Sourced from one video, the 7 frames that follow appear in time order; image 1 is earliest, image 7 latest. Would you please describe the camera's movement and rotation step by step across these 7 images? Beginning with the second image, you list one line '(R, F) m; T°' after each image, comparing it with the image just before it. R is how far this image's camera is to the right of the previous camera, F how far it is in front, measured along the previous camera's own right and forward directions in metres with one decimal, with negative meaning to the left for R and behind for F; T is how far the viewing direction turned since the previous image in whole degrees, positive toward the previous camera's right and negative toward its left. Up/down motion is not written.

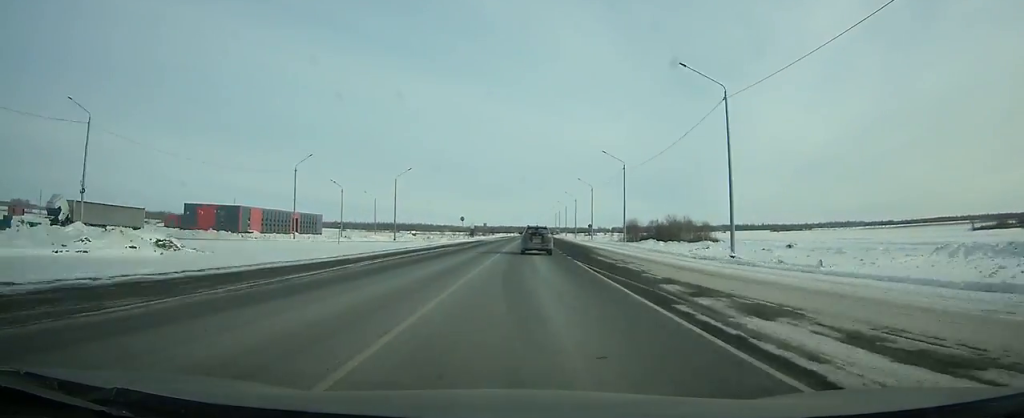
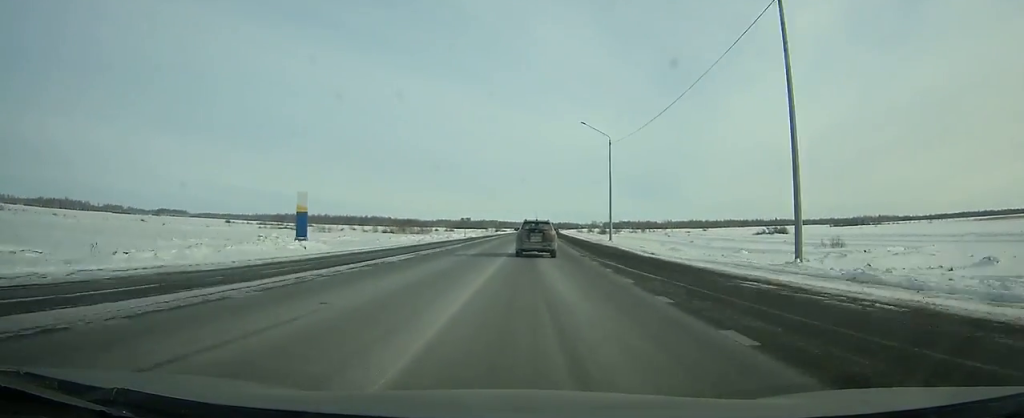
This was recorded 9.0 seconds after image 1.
(+2.7, +216.2) m; +2°
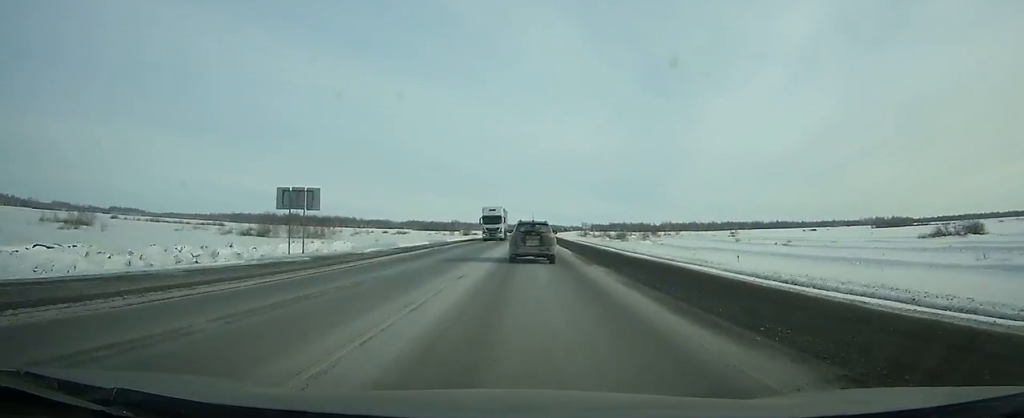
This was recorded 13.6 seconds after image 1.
(+1.6, +109.7) m; +2°
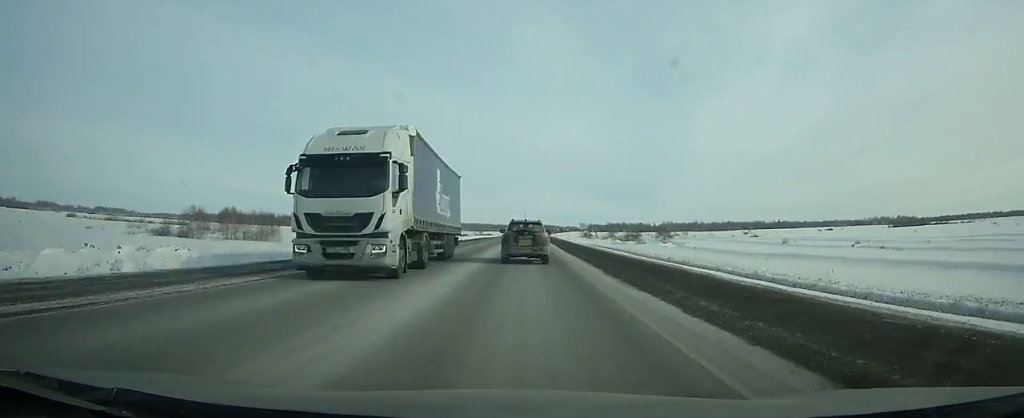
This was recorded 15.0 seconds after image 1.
(+0.2, +33.2) m; 0°
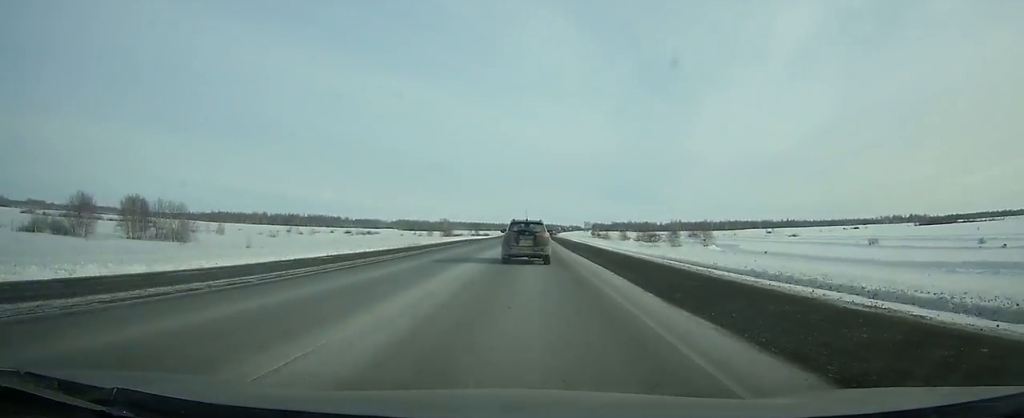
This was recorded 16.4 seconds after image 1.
(+0.1, +33.2) m; 0°
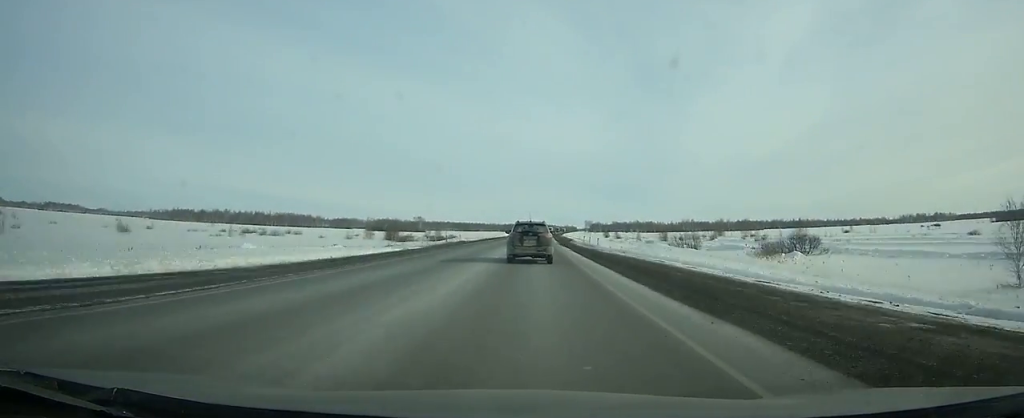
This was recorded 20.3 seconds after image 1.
(+0.3, +92.6) m; 0°
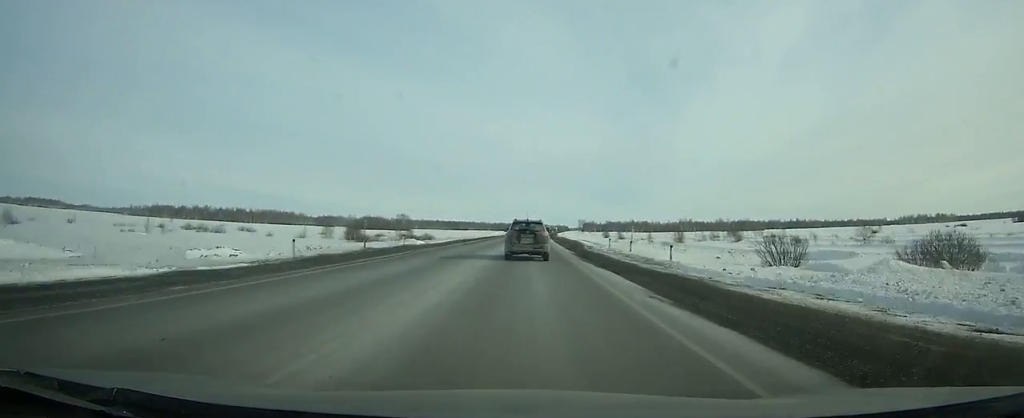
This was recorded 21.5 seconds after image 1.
(0.0, +28.5) m; 0°
